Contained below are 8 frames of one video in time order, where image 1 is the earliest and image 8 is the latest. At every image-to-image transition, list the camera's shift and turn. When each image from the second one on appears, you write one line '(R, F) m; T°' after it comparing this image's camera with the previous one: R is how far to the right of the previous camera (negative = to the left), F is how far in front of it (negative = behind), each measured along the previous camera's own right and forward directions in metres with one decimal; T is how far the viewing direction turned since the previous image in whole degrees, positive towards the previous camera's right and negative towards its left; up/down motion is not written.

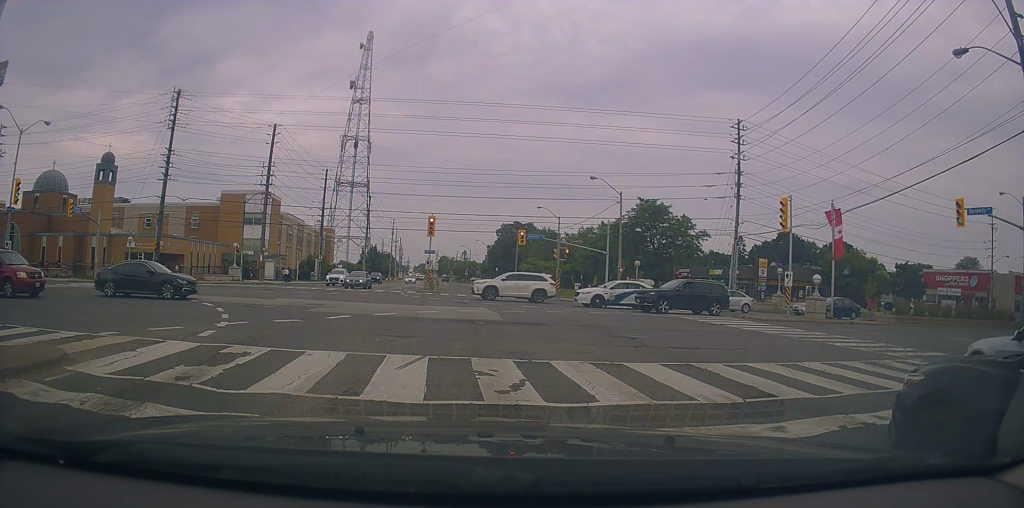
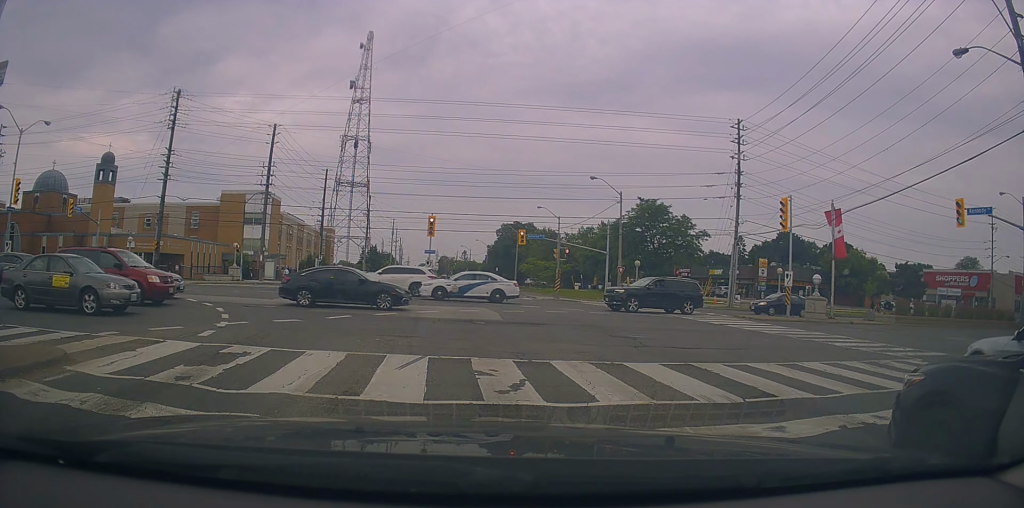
(0.0, 0.0) m; 0°
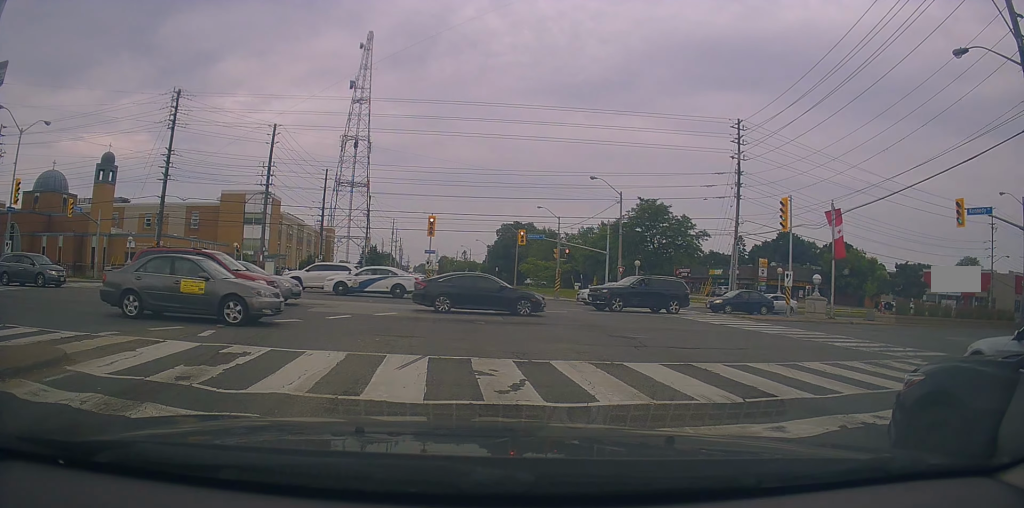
(0.0, 0.0) m; 0°
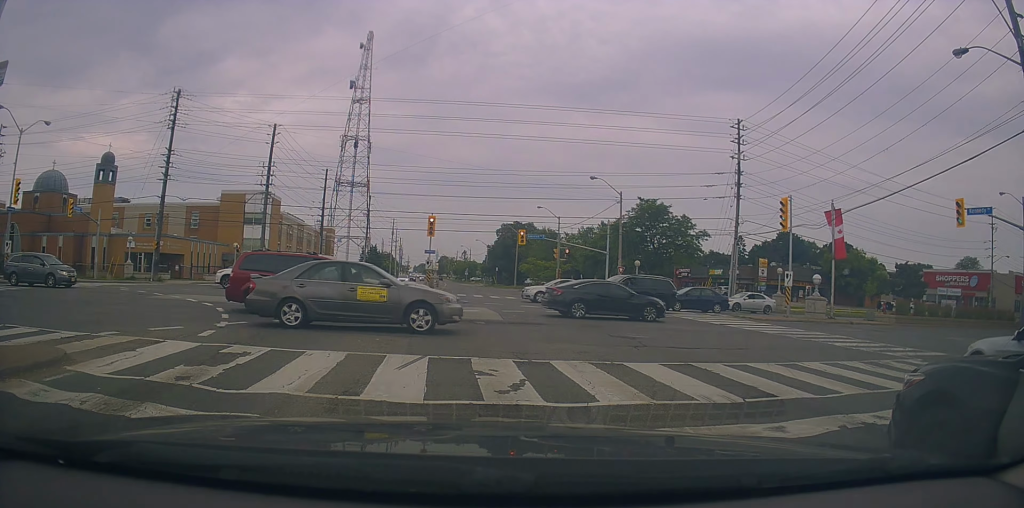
(0.0, 0.0) m; 0°
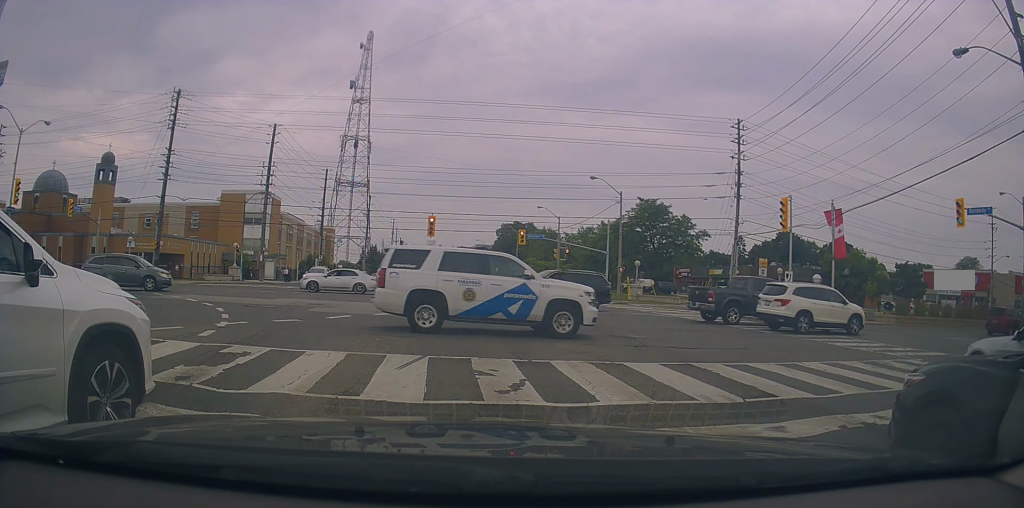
(0.0, 0.0) m; 0°
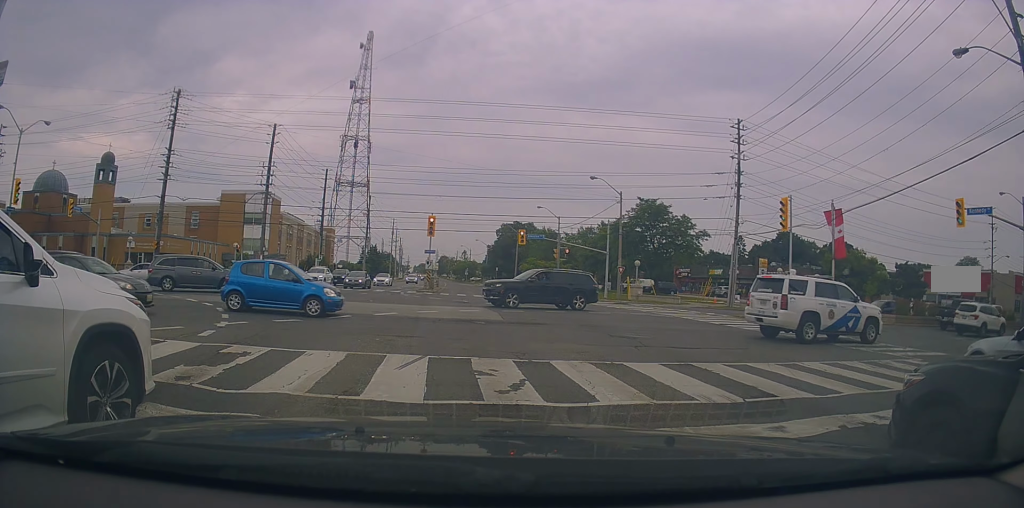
(0.0, 0.0) m; 0°
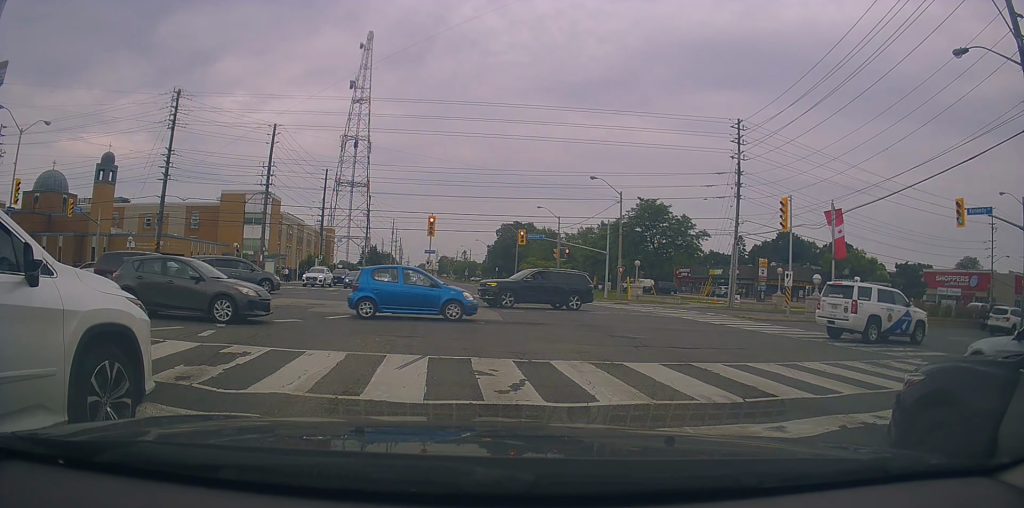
(0.0, 0.0) m; 0°
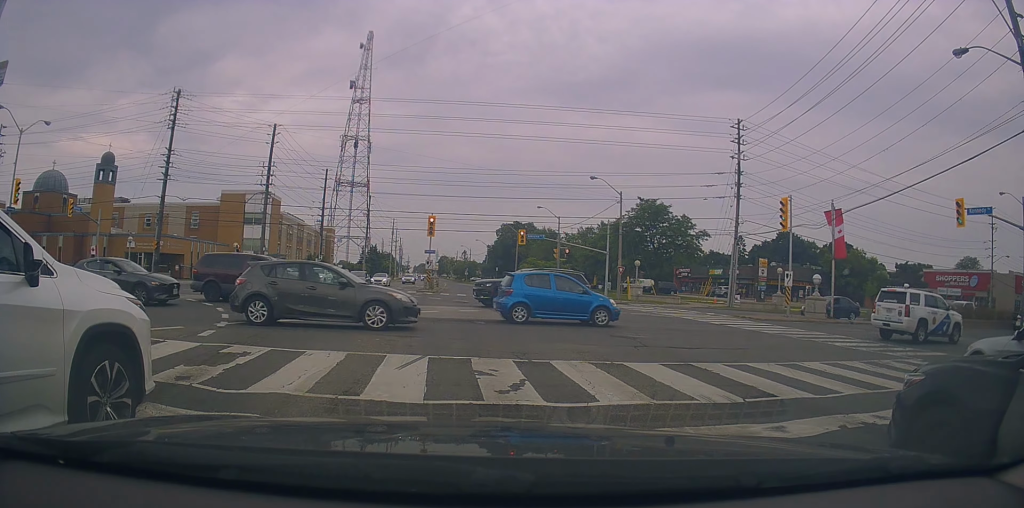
(0.0, 0.0) m; 0°
